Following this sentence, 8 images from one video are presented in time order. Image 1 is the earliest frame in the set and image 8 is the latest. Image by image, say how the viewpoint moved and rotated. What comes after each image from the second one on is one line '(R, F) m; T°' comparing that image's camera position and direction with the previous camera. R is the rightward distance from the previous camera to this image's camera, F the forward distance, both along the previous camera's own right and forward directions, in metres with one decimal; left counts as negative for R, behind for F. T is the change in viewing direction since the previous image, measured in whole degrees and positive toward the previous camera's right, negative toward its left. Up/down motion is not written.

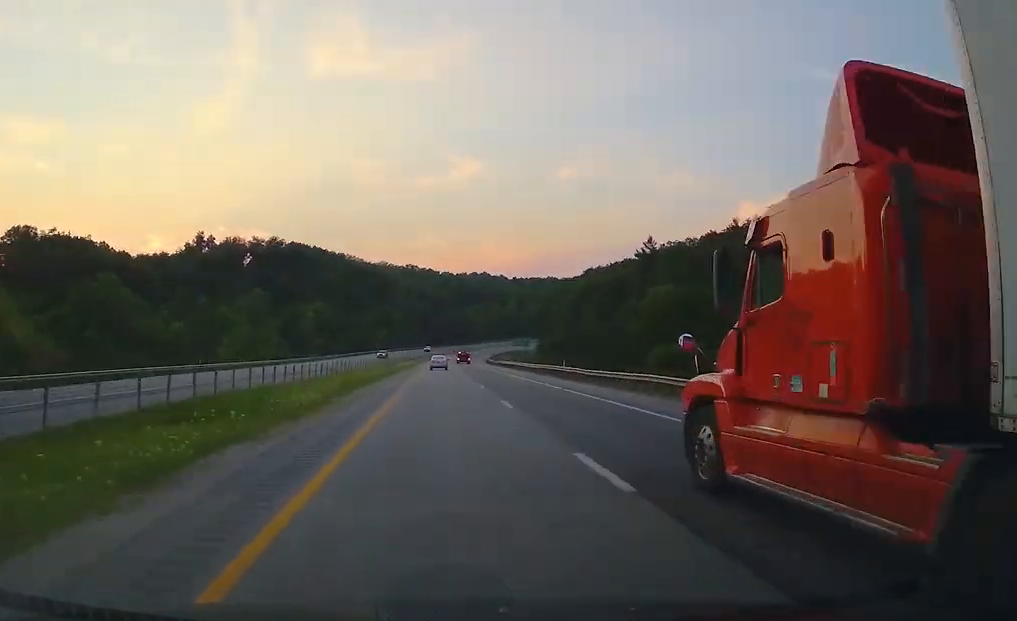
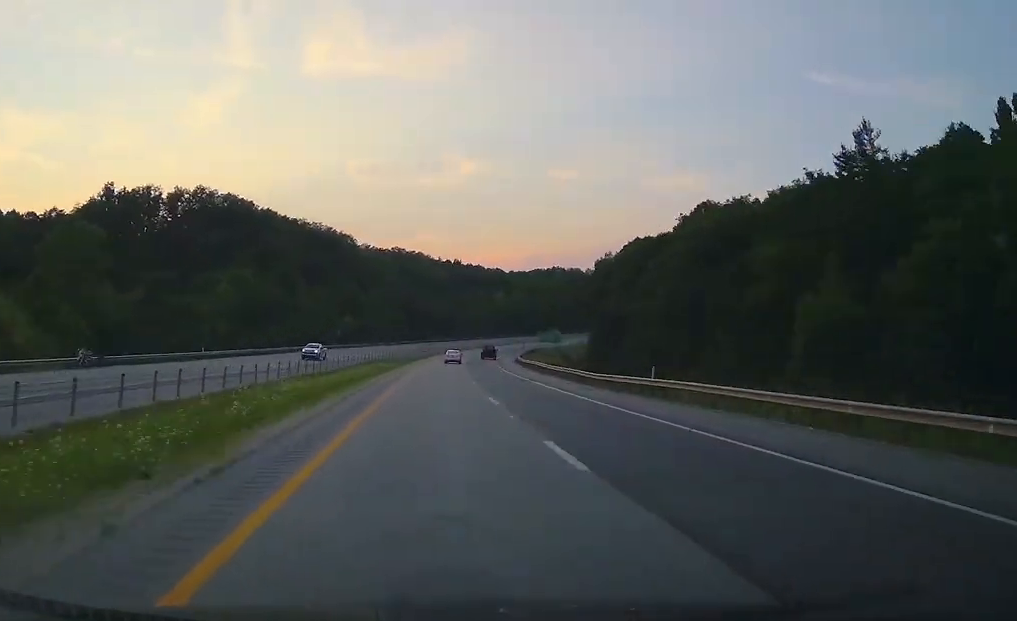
(-0.1, +80.7) m; +4°
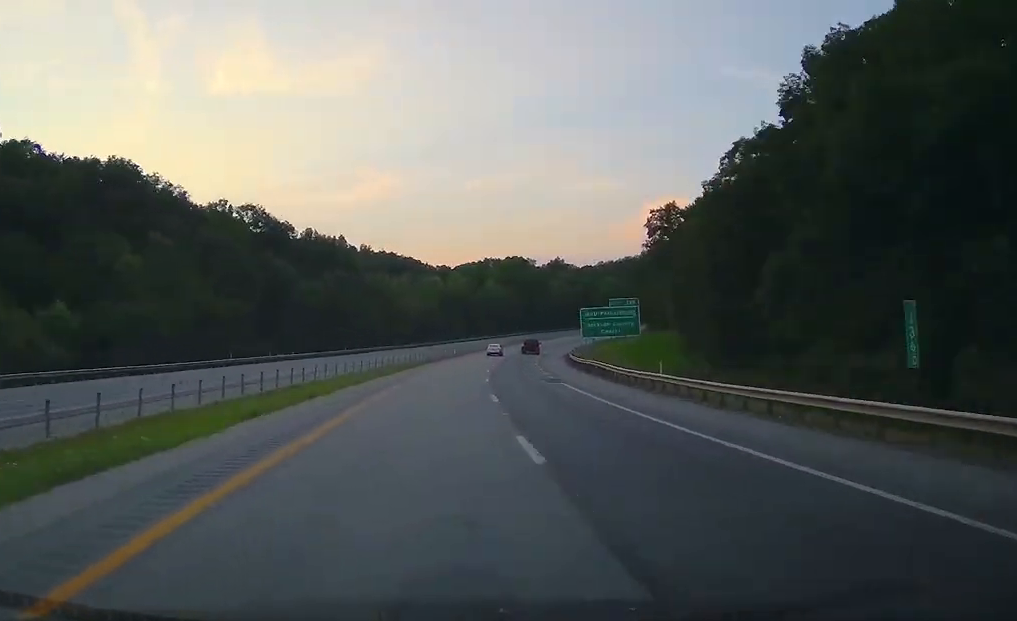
(+7.8, +120.6) m; +10°
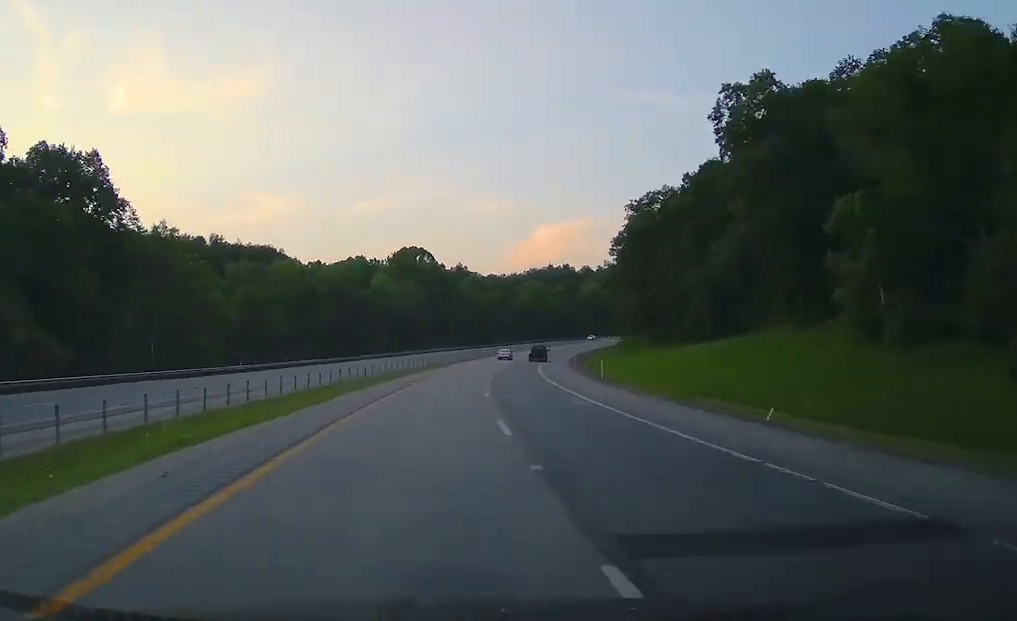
(+3.9, +82.3) m; +9°
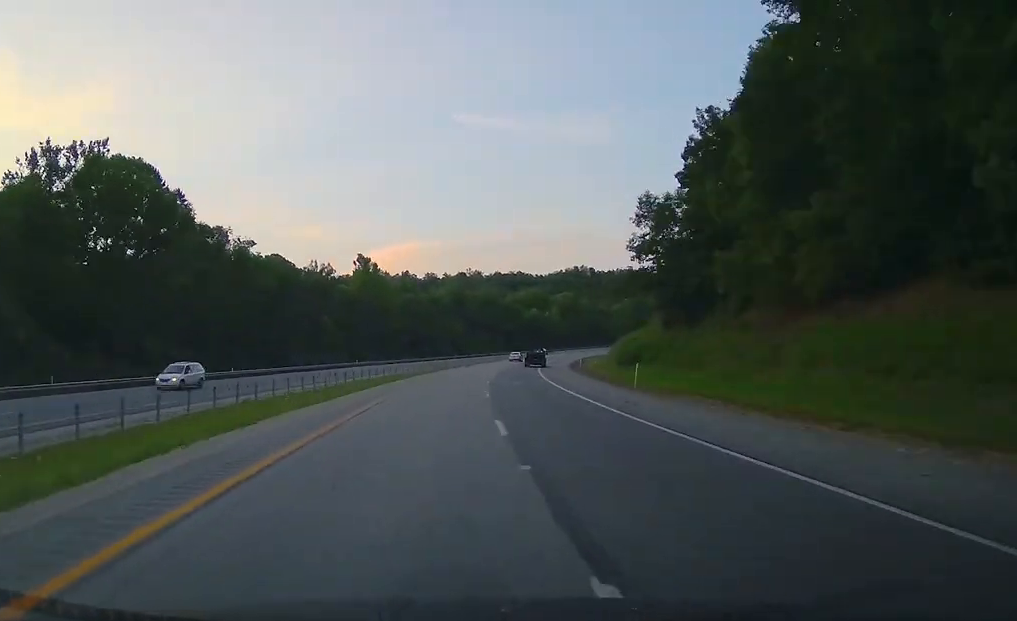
(+14.7, +123.5) m; +15°
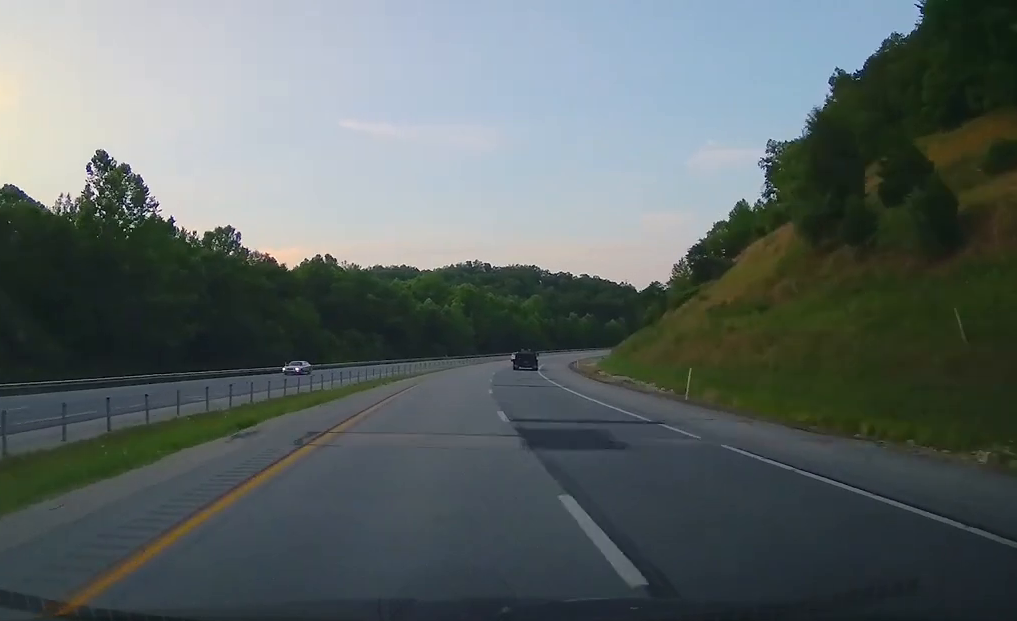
(+9.5, +83.4) m; +10°
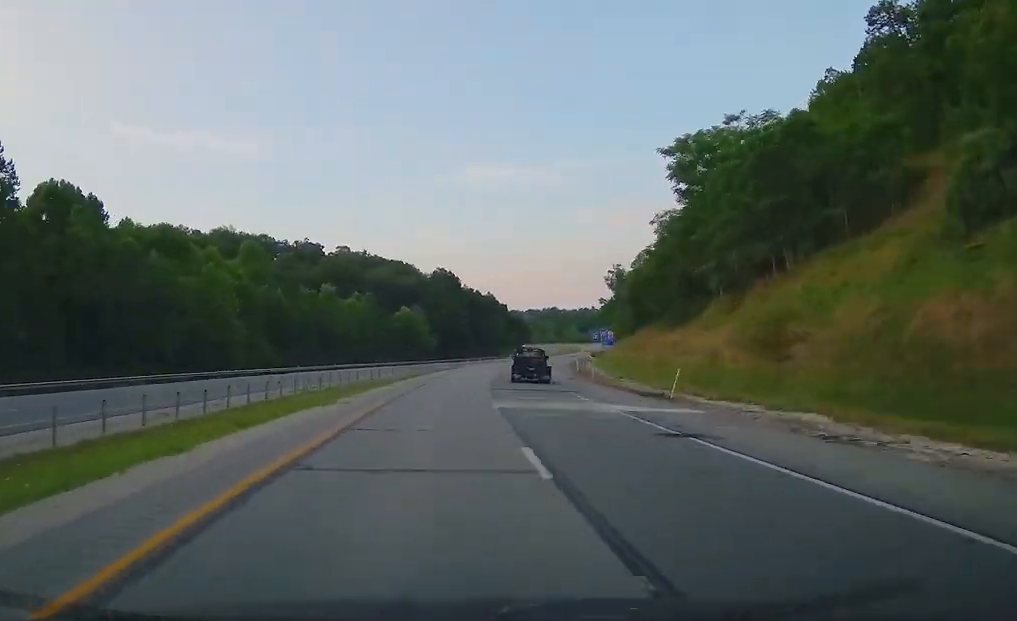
(+30.3, +178.0) m; +20°
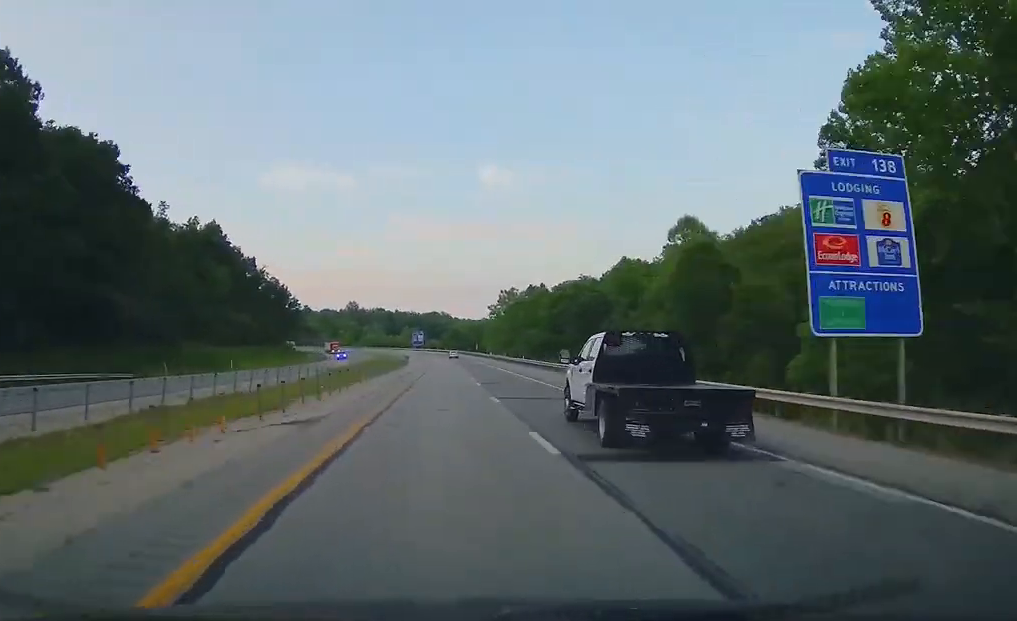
(+24.3, +191.7) m; +6°
